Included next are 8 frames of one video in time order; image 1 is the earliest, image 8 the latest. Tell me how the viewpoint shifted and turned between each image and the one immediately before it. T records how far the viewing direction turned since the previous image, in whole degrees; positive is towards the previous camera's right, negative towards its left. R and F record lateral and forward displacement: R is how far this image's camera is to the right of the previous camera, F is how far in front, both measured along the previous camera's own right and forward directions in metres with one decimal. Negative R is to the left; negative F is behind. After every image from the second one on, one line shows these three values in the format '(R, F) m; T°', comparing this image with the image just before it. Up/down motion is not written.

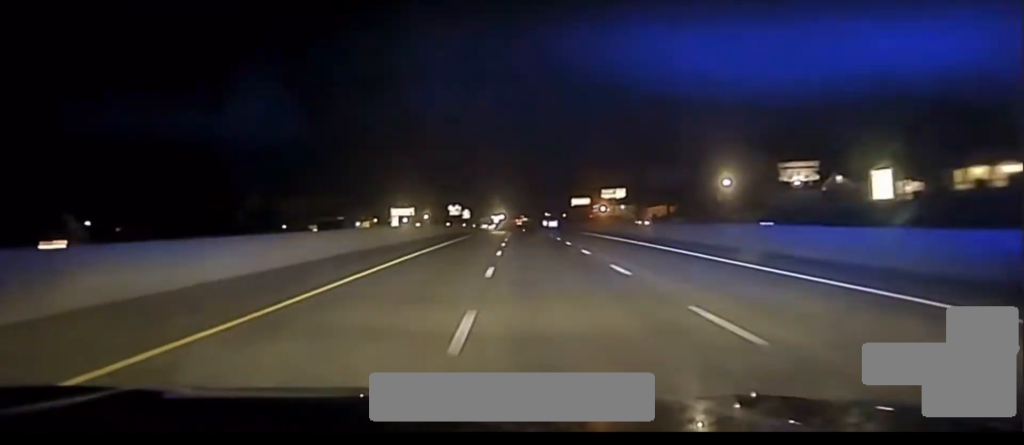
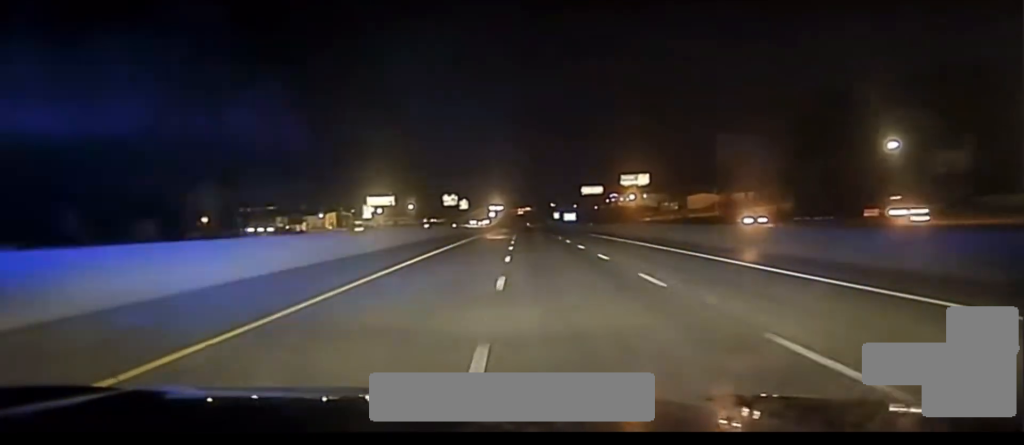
(-0.3, +80.8) m; 0°
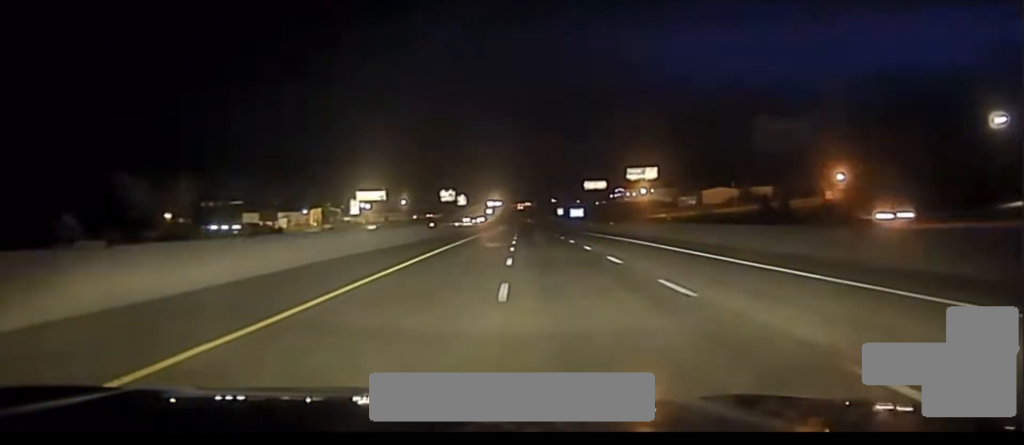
(0.0, +26.0) m; 0°
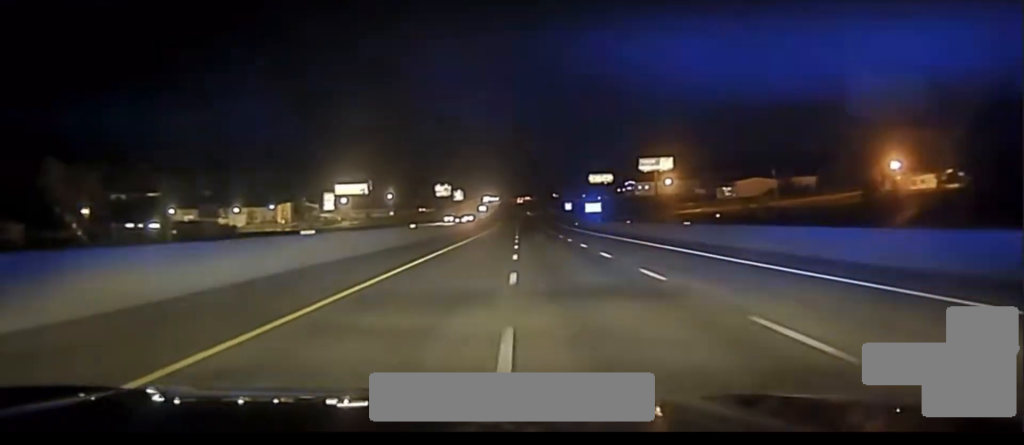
(0.0, +41.6) m; 0°
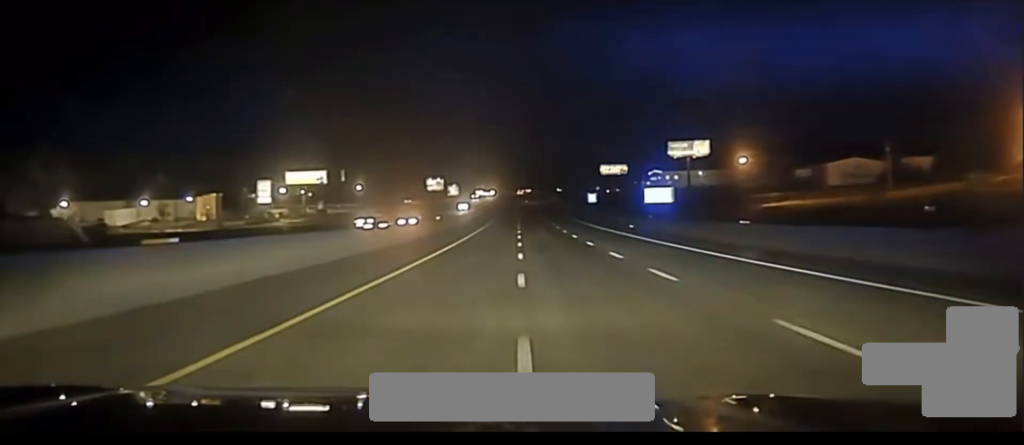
(+0.2, +81.6) m; 0°
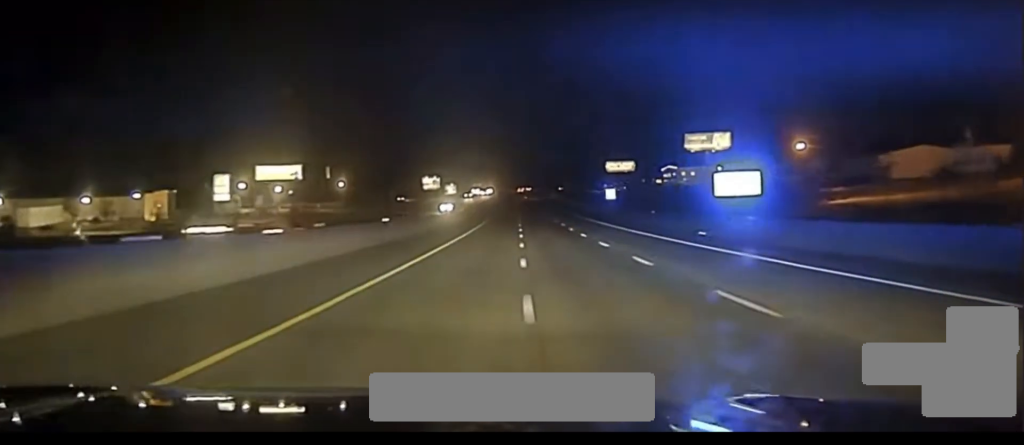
(0.0, +35.1) m; 0°
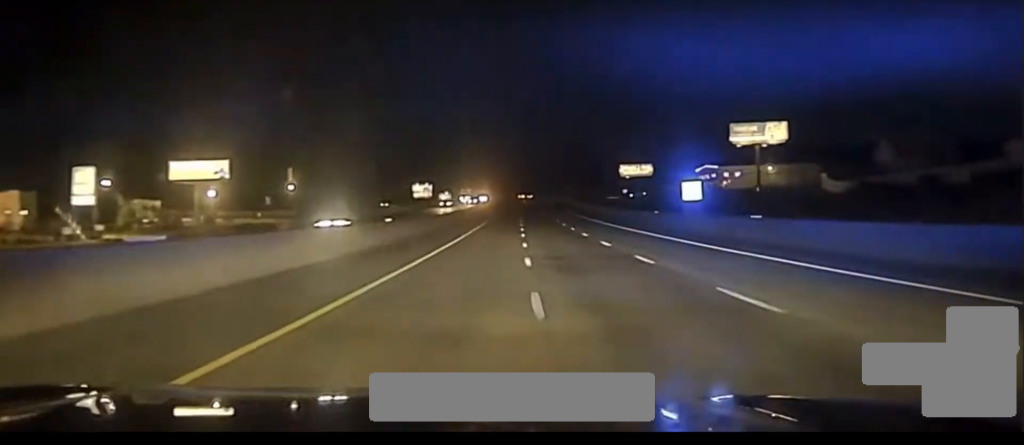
(-0.1, +65.0) m; 0°
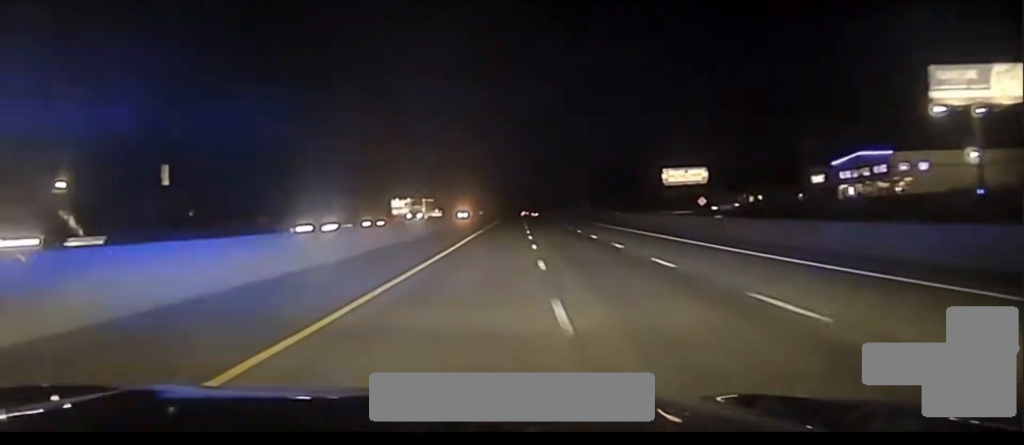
(0.0, +111.7) m; 0°
